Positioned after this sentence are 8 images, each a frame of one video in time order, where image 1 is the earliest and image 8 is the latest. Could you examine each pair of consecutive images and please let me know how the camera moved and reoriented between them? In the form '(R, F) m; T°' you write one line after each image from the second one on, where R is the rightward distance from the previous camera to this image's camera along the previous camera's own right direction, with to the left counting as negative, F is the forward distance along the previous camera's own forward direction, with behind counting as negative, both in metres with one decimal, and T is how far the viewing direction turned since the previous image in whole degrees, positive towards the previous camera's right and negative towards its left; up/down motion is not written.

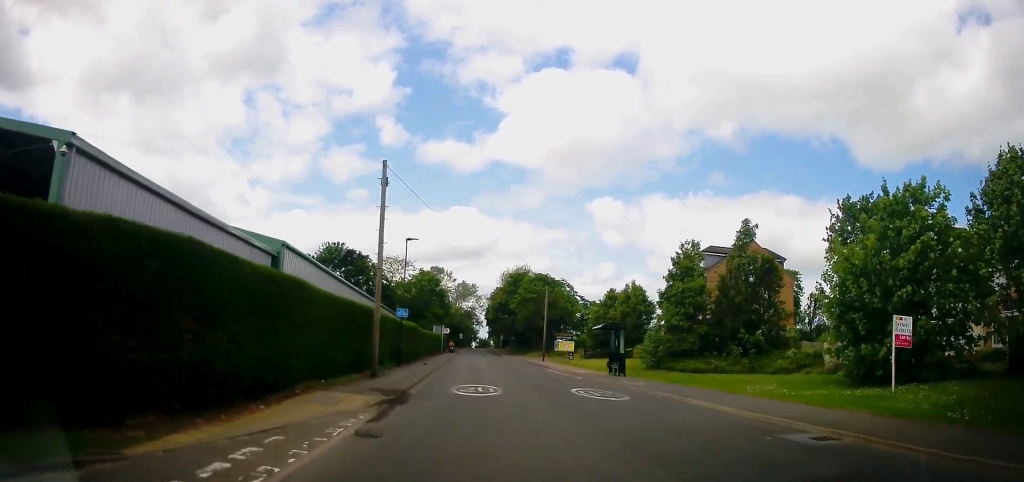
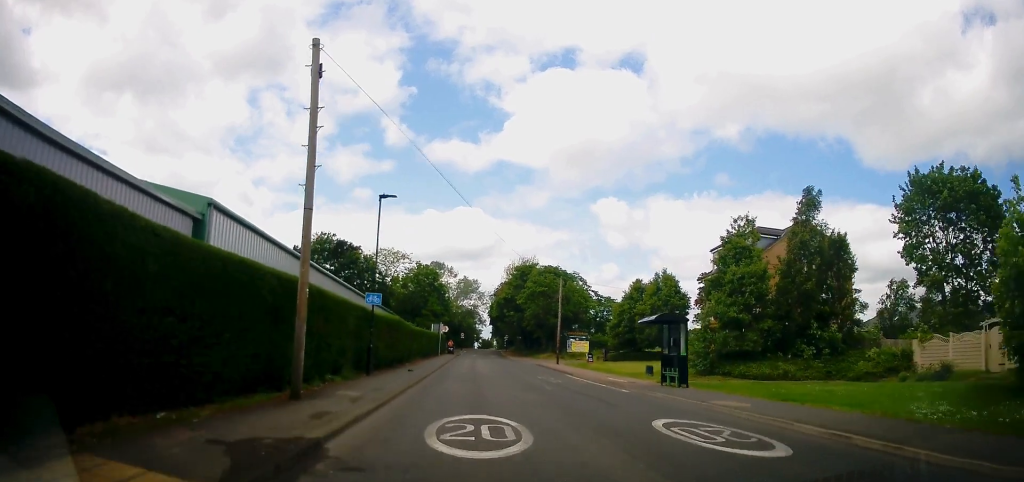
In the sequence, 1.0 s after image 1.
(-0.1, +8.7) m; +1°
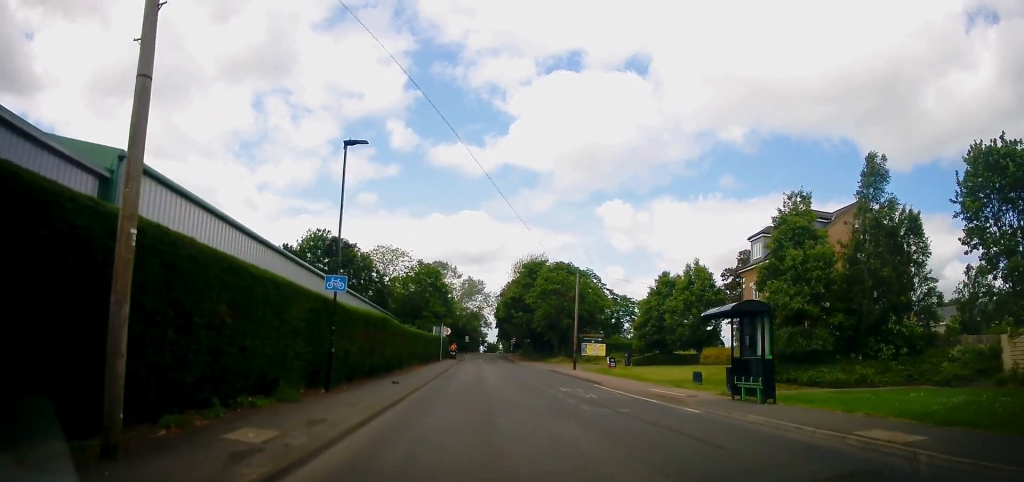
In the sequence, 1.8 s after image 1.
(+0.1, +6.2) m; 0°
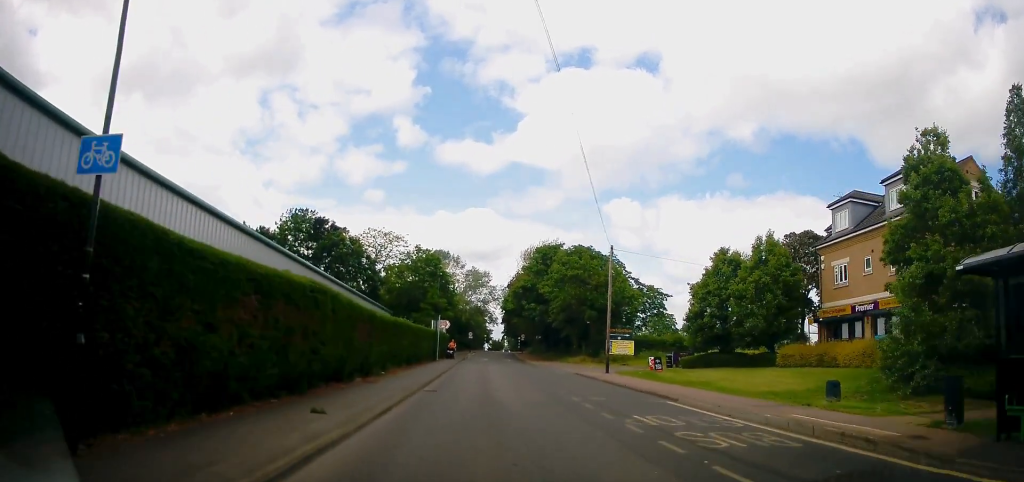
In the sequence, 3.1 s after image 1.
(-0.2, +10.2) m; -2°
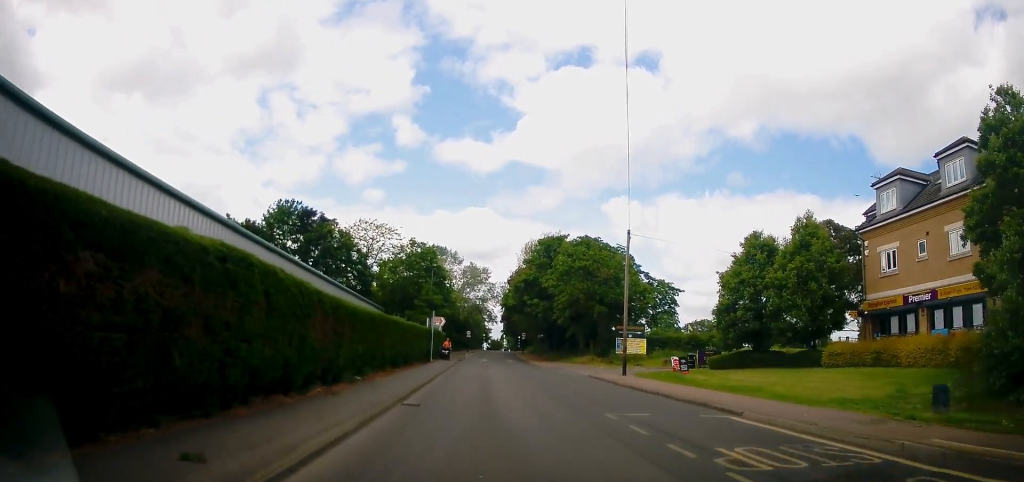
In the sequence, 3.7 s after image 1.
(-0.1, +4.5) m; 0°
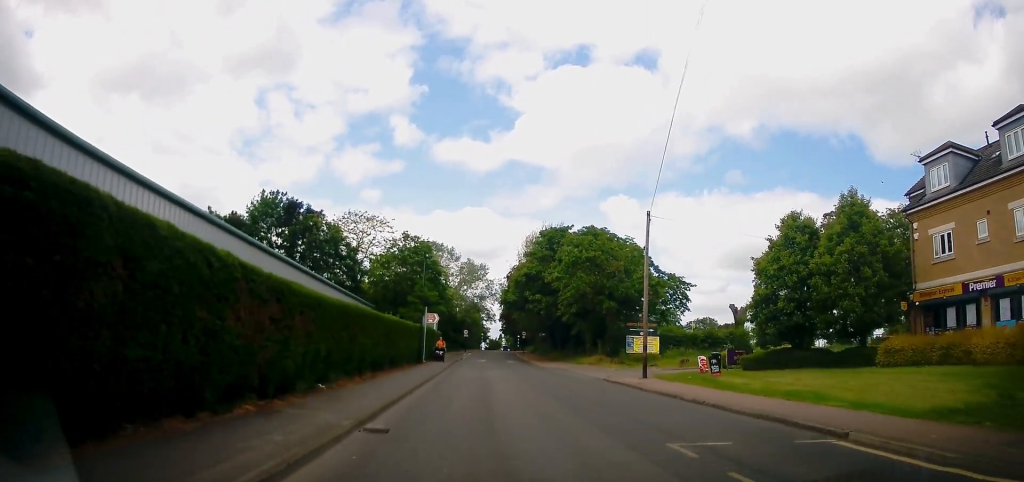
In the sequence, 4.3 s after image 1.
(+0.1, +4.2) m; +1°
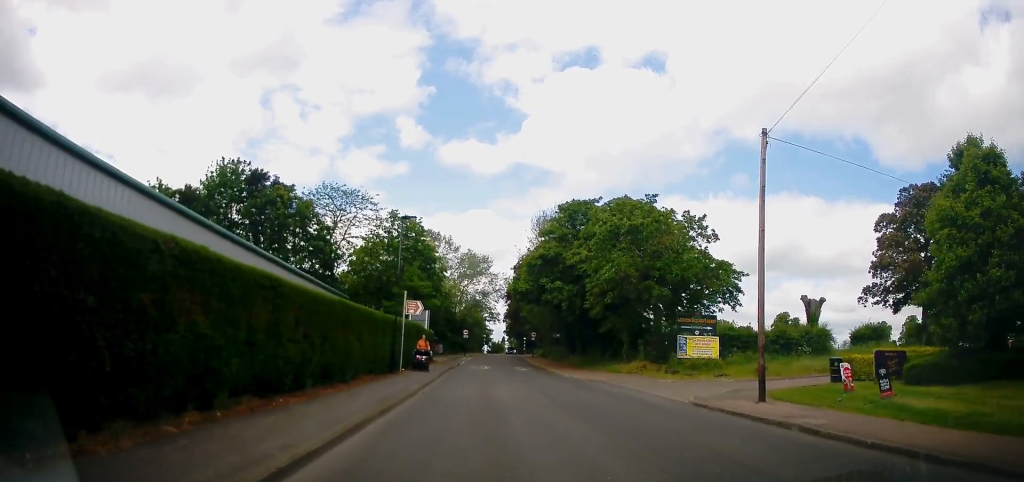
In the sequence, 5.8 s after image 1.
(+0.1, +11.4) m; 0°
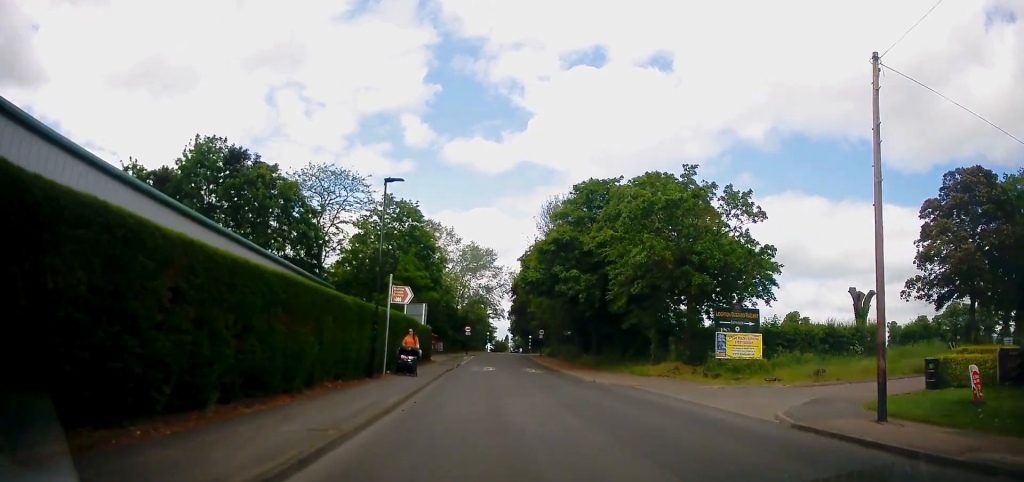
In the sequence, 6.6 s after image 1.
(0.0, +5.2) m; -1°
